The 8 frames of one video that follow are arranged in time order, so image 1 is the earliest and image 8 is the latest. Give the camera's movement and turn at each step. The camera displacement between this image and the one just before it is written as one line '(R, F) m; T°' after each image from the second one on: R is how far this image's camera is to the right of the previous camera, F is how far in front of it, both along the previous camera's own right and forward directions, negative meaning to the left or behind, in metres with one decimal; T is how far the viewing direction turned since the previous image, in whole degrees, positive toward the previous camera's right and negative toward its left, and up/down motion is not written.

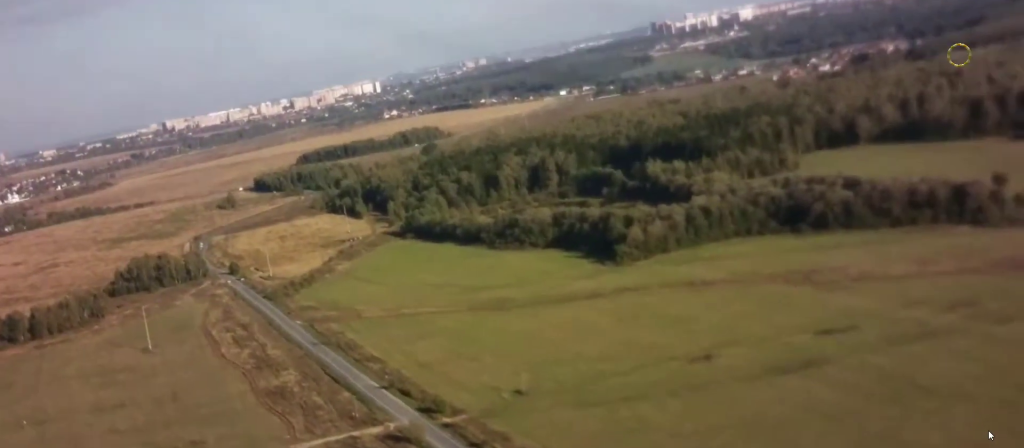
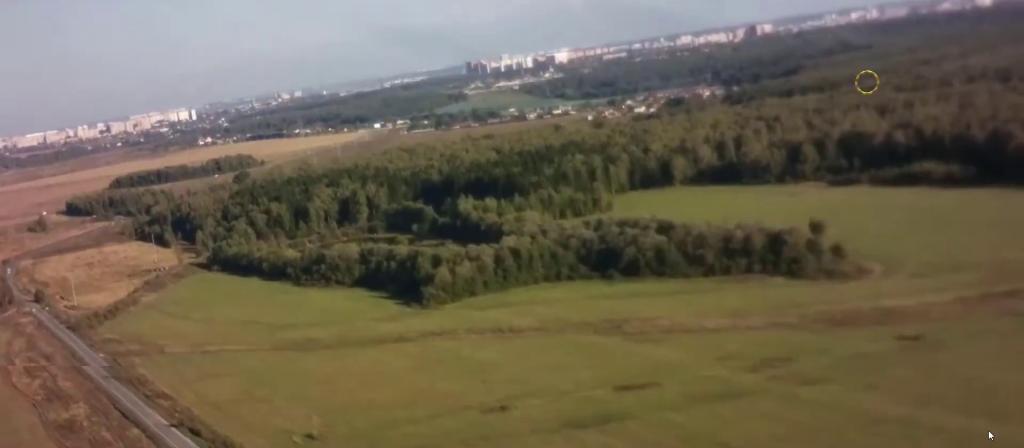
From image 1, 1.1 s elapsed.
(+1.2, +14.6) m; +8°
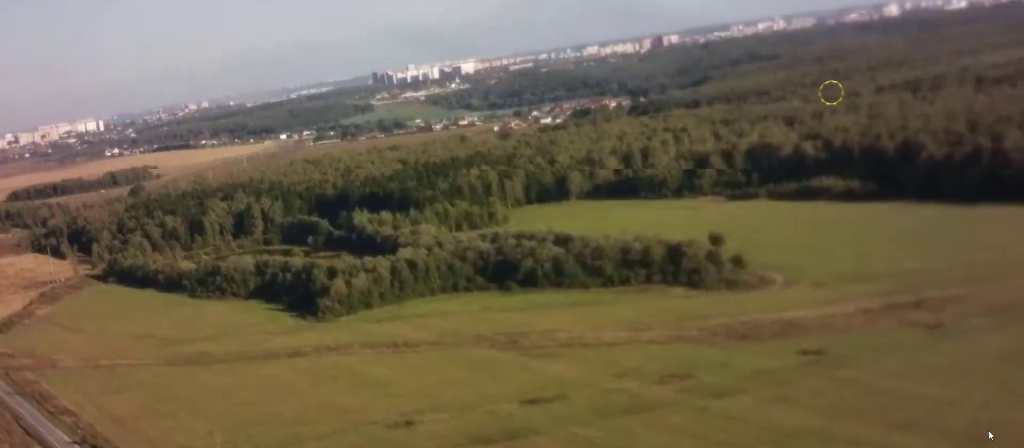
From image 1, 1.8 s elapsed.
(+0.1, +8.1) m; +4°
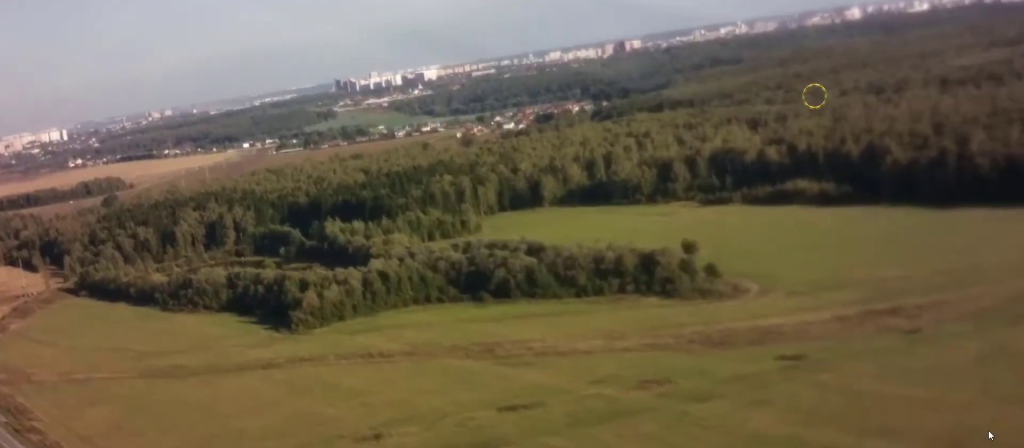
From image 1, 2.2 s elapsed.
(+0.3, +5.4) m; +3°
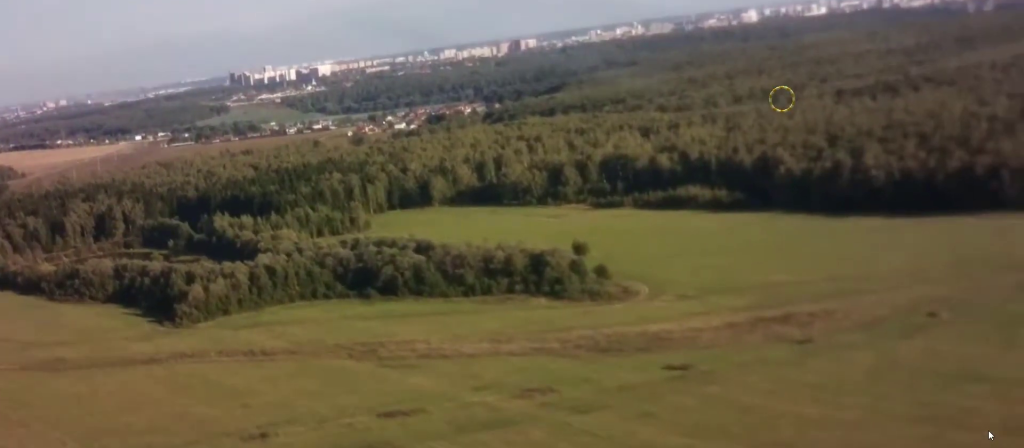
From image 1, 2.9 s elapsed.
(+0.3, +8.8) m; +4°
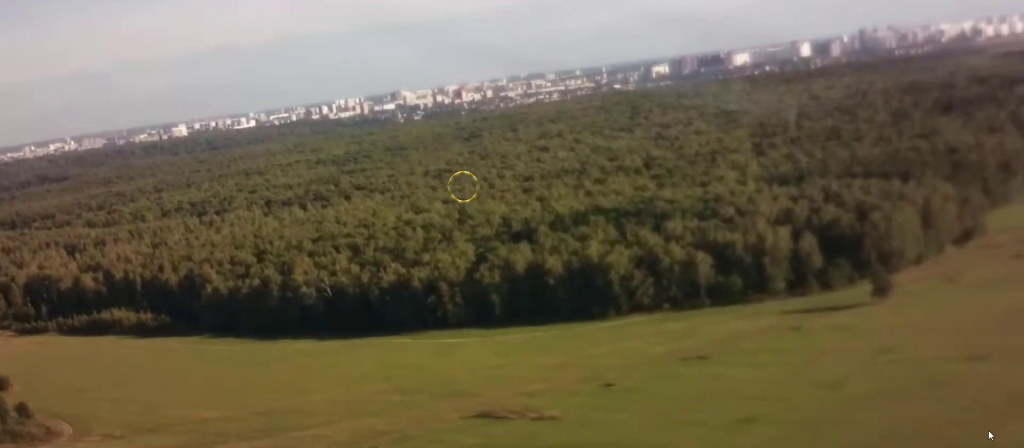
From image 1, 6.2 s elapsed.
(+7.3, +40.9) m; +22°
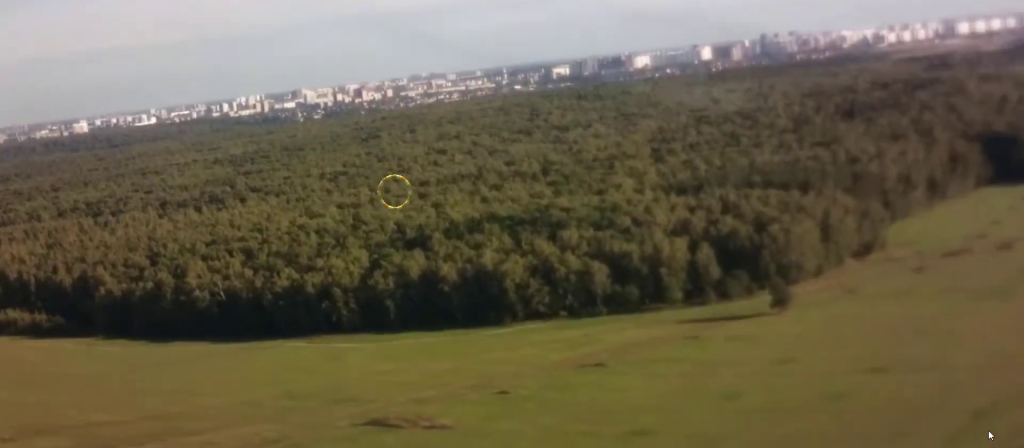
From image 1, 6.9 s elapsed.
(+0.2, +7.9) m; +5°
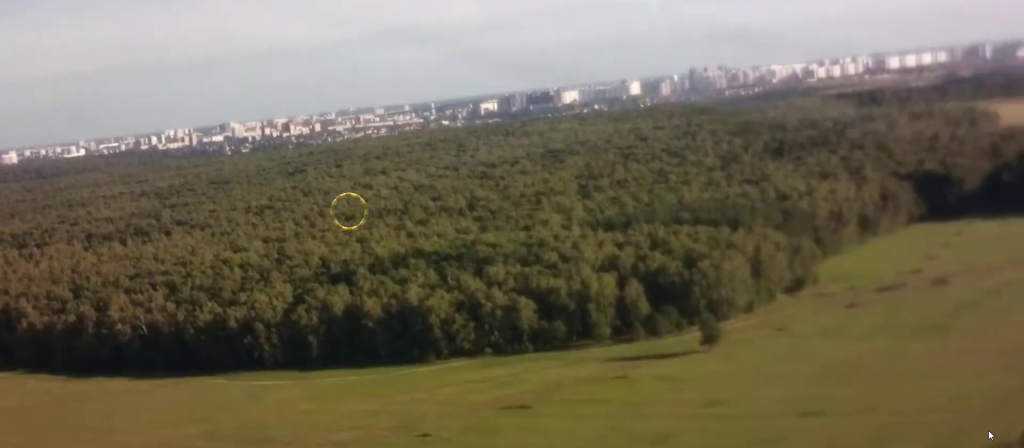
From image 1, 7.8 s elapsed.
(+0.7, +11.1) m; +5°
